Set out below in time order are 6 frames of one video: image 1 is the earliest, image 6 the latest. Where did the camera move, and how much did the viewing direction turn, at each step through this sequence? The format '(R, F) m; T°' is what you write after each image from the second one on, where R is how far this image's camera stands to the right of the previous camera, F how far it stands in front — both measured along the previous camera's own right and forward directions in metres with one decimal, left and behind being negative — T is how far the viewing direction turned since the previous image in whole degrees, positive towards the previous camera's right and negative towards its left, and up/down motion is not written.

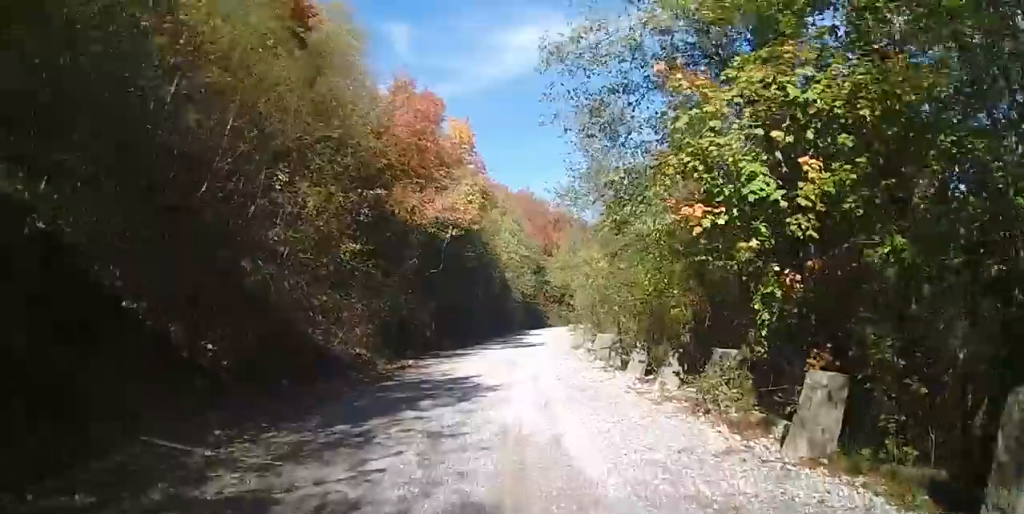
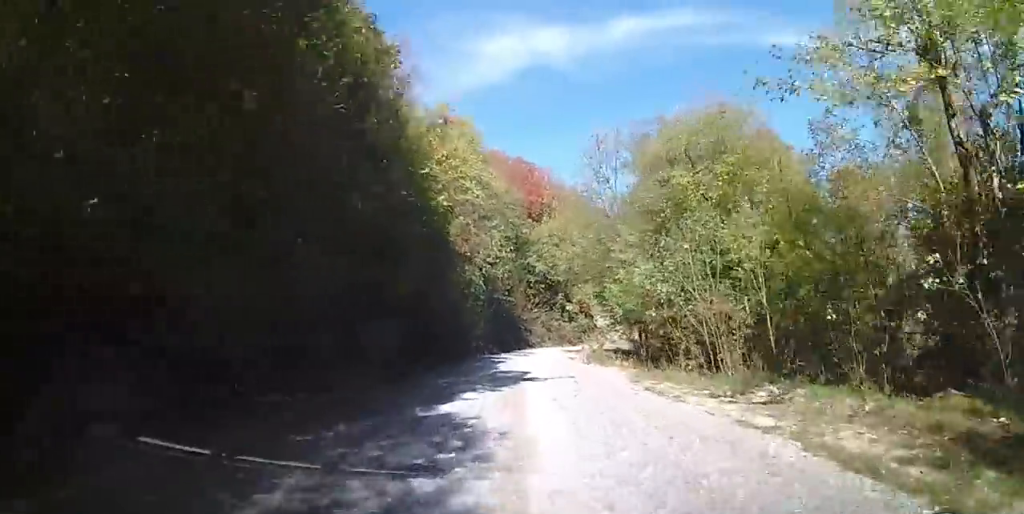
(-0.3, +30.0) m; +3°
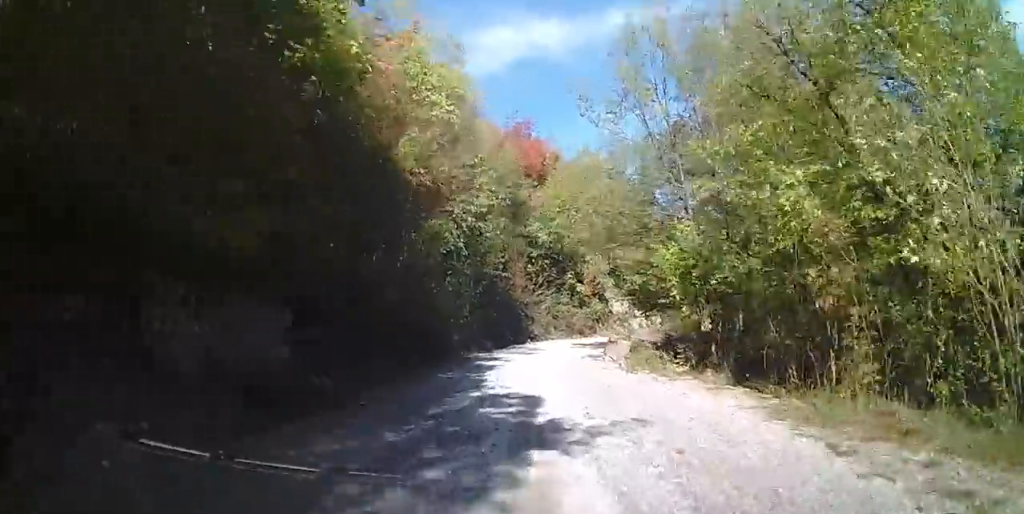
(+0.4, +8.8) m; +3°
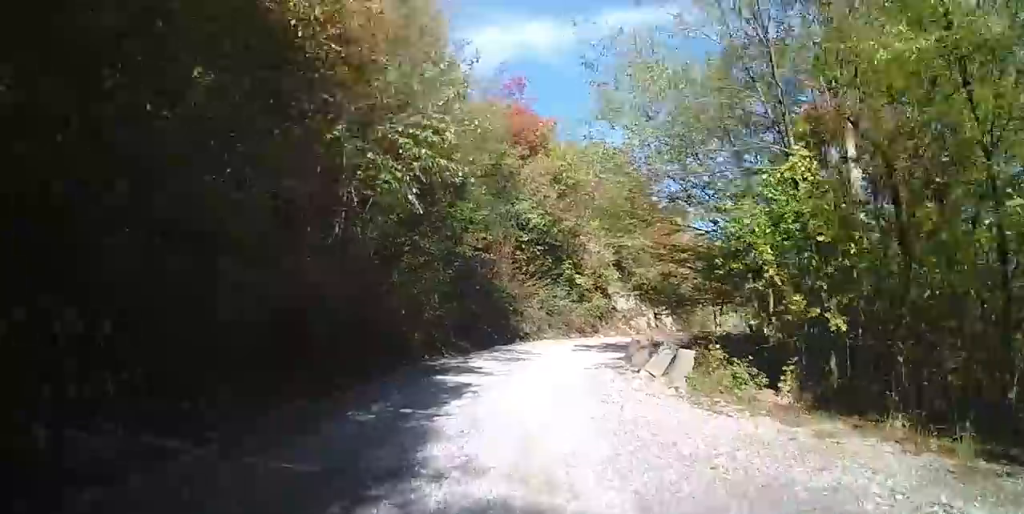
(+0.1, +6.4) m; +1°
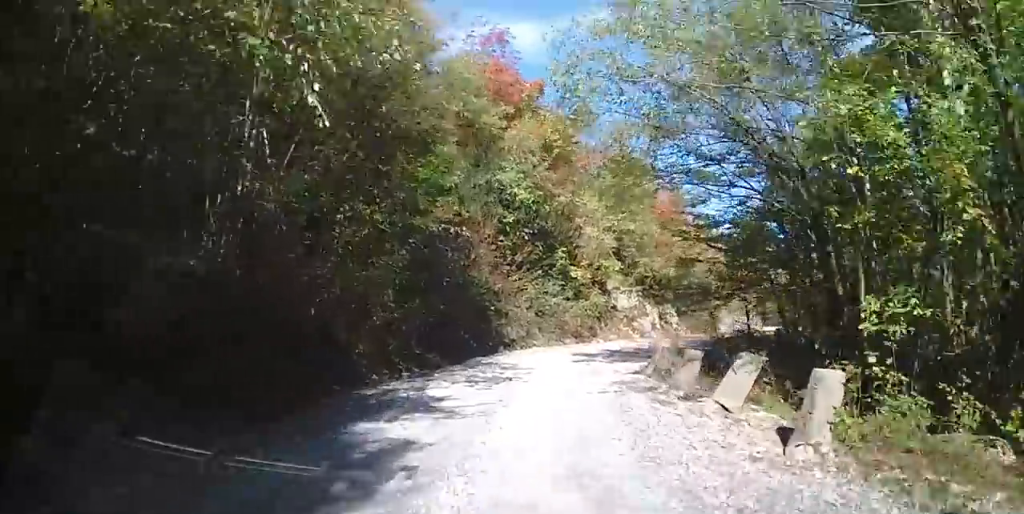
(0.0, +4.8) m; 0°
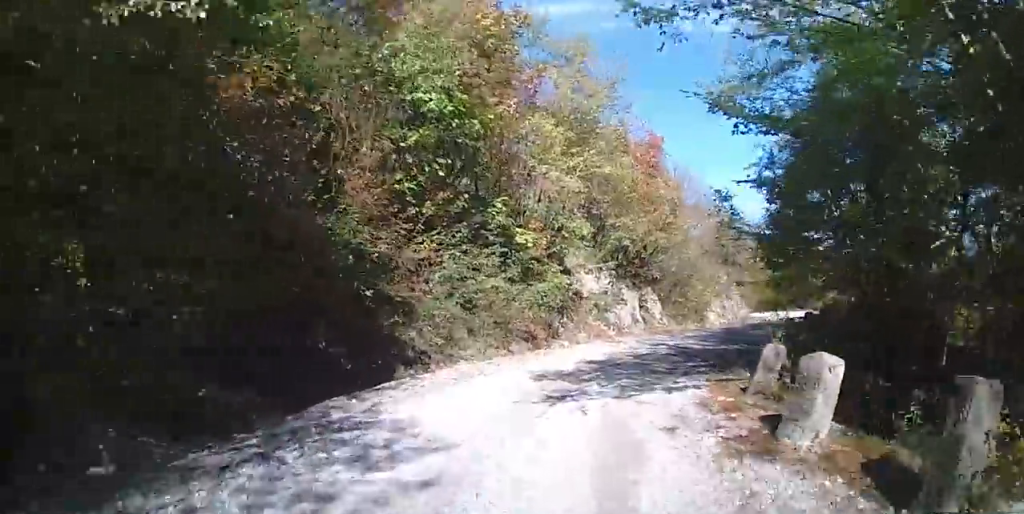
(0.0, +9.5) m; +1°
